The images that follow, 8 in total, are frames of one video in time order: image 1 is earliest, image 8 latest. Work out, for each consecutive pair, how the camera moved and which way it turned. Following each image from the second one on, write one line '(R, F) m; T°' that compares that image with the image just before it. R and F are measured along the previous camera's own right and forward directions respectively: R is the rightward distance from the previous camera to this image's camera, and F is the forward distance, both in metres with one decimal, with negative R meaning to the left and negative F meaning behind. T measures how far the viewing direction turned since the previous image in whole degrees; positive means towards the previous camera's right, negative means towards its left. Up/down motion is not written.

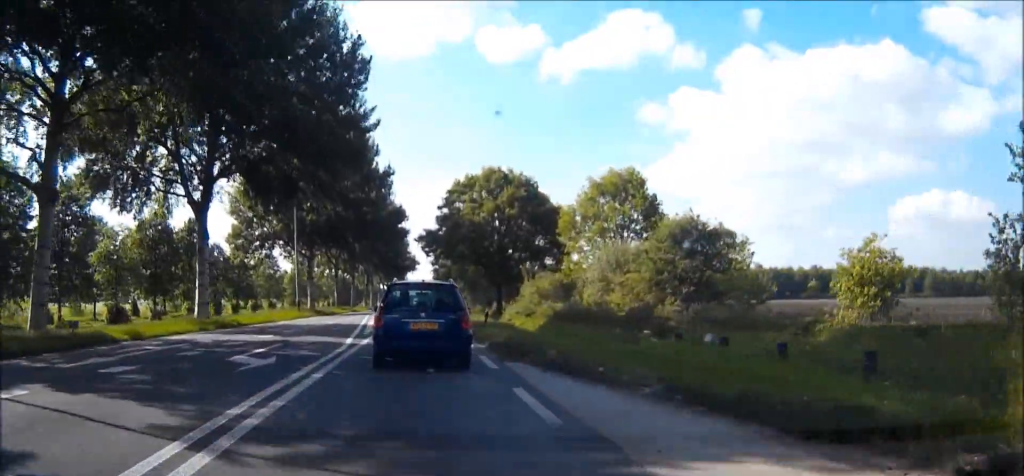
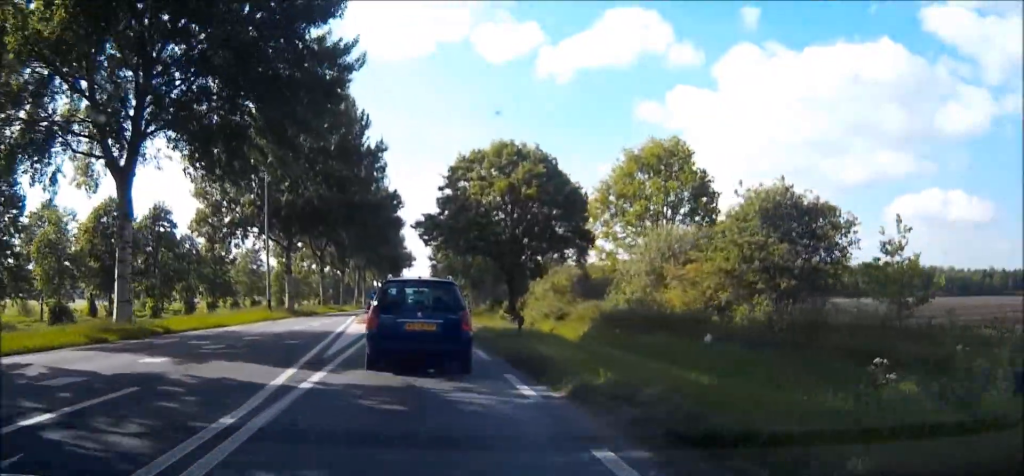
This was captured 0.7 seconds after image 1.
(-0.1, +9.9) m; 0°
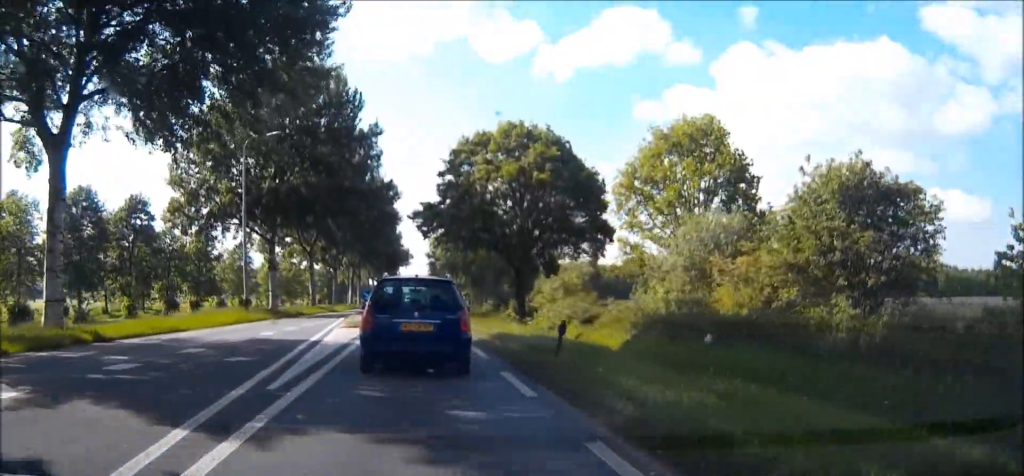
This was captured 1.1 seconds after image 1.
(0.0, +5.6) m; +1°
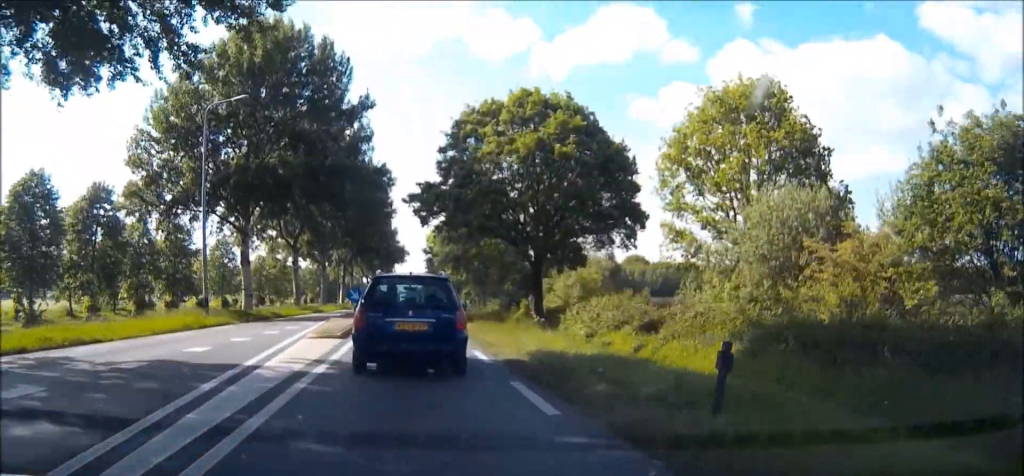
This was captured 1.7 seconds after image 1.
(0.0, +7.5) m; +1°
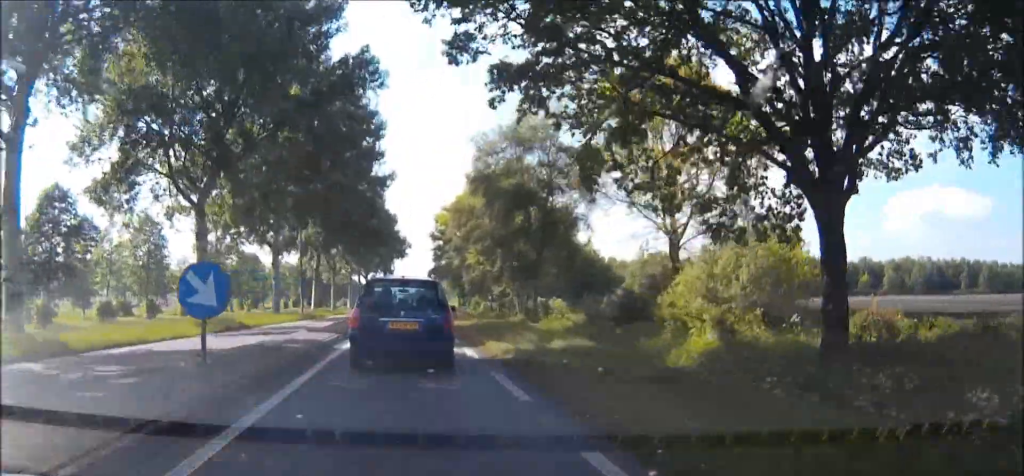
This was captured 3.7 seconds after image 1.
(+0.8, +30.1) m; +2°
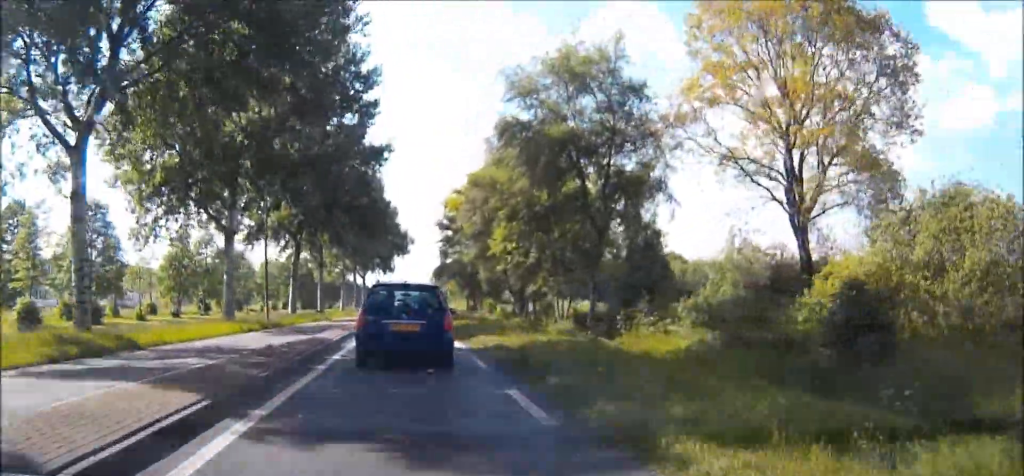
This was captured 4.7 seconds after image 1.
(0.0, +14.0) m; 0°
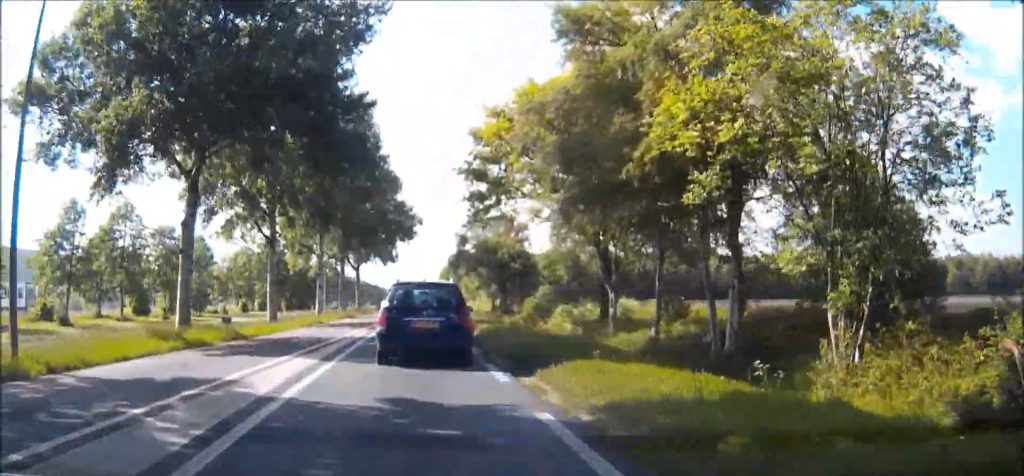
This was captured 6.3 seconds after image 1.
(-0.4, +26.0) m; -2°
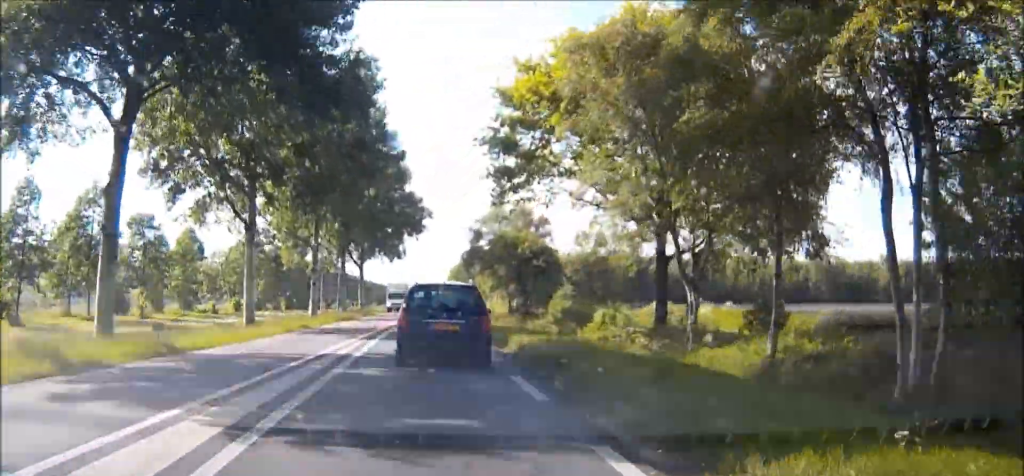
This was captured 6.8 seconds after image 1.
(0.0, +7.6) m; 0°
